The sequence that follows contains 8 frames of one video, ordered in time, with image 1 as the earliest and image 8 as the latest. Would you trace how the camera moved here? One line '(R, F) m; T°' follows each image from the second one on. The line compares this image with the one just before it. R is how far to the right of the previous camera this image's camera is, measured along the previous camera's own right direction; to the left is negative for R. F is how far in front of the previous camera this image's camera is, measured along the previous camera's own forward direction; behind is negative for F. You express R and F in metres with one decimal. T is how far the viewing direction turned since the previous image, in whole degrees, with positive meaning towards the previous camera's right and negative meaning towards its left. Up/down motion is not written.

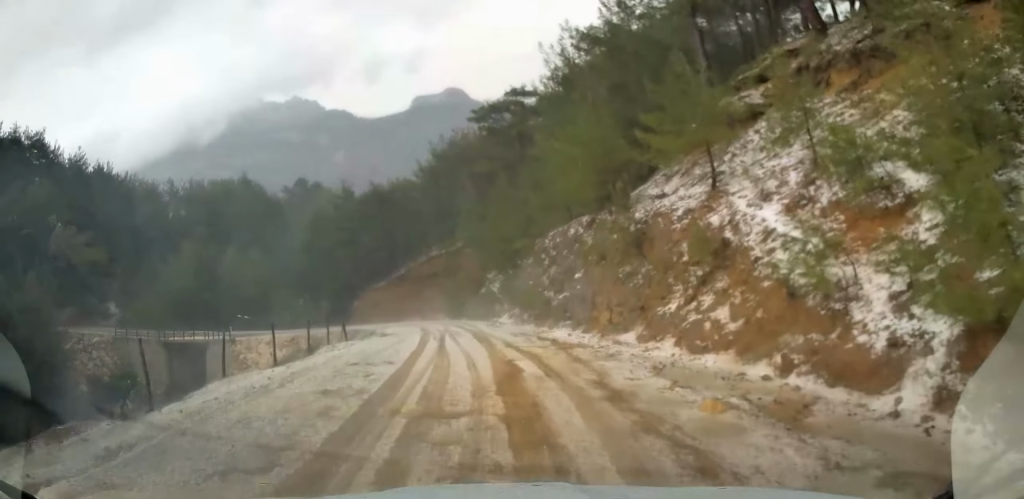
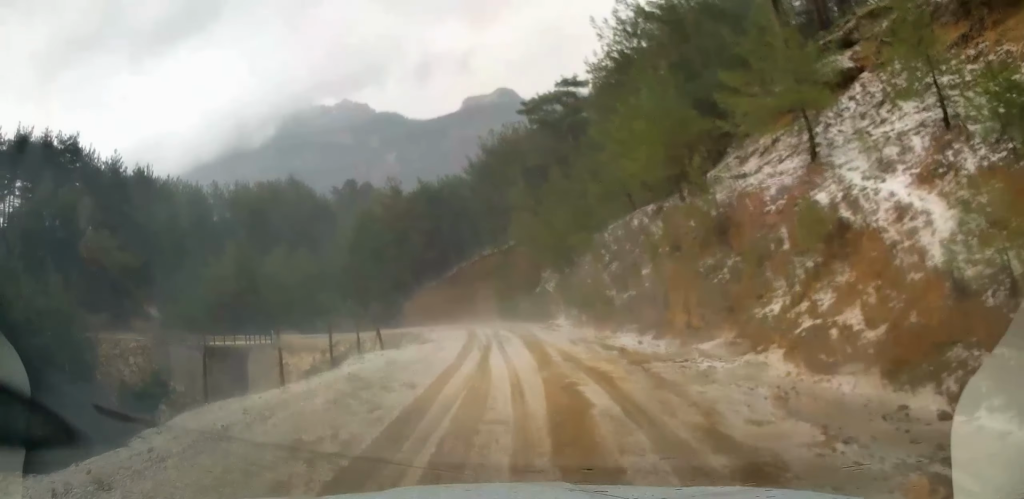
(-0.2, +3.4) m; -5°
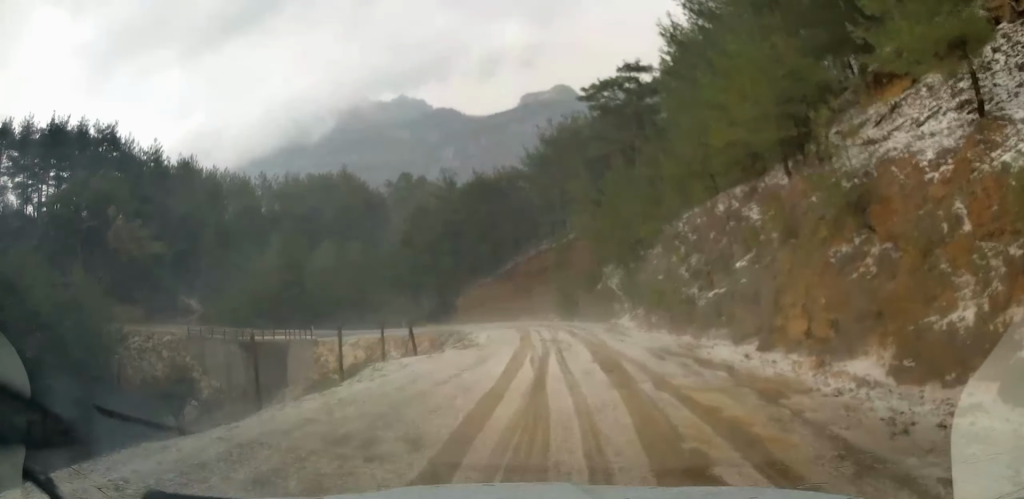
(-0.2, +4.2) m; -5°
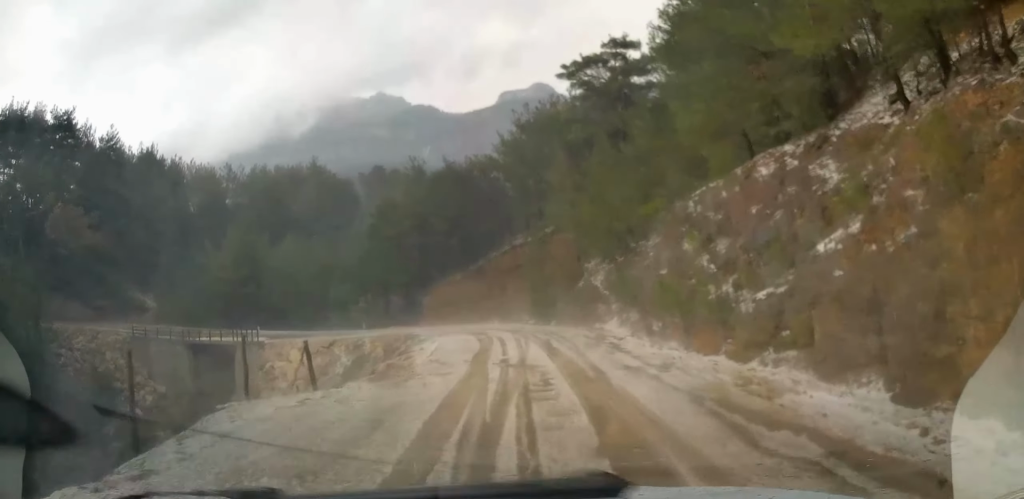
(-0.2, +6.5) m; -1°
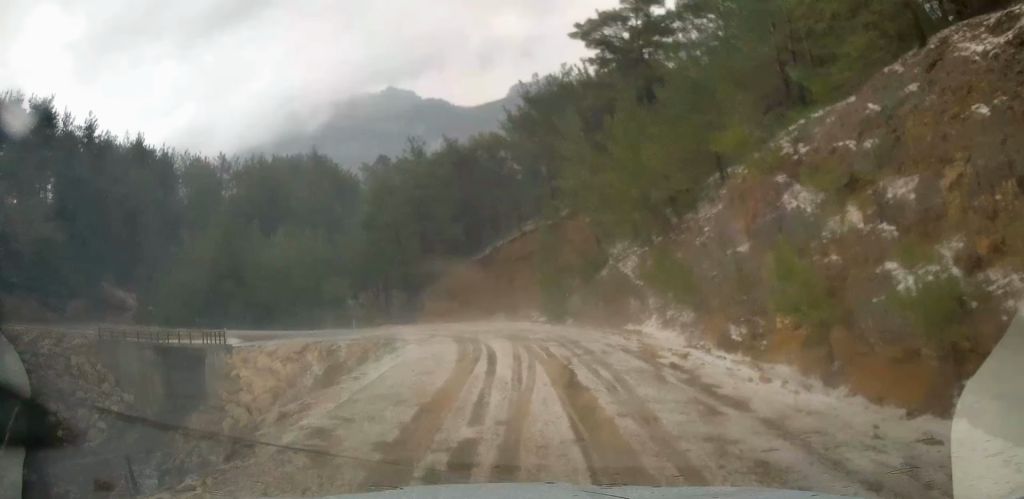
(-0.1, +8.3) m; -2°
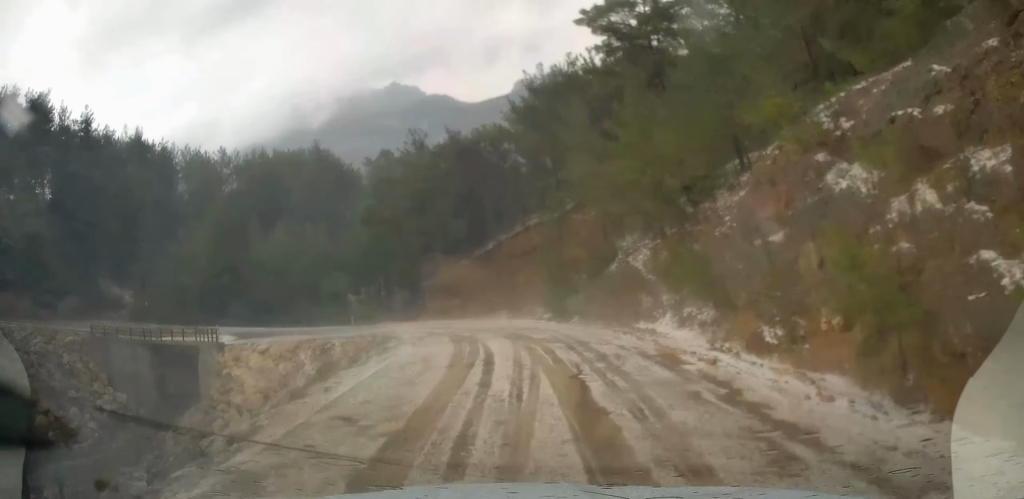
(0.0, +2.0) m; 0°
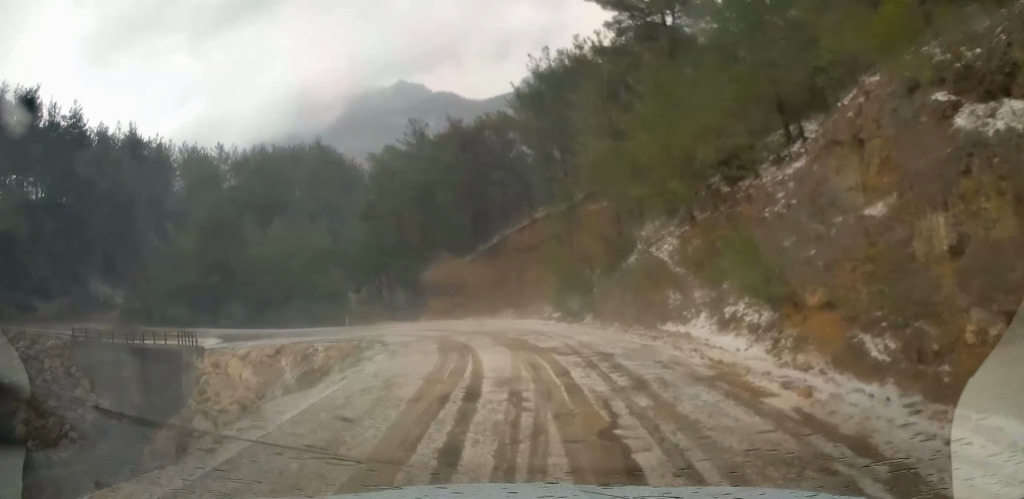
(0.0, +4.1) m; 0°
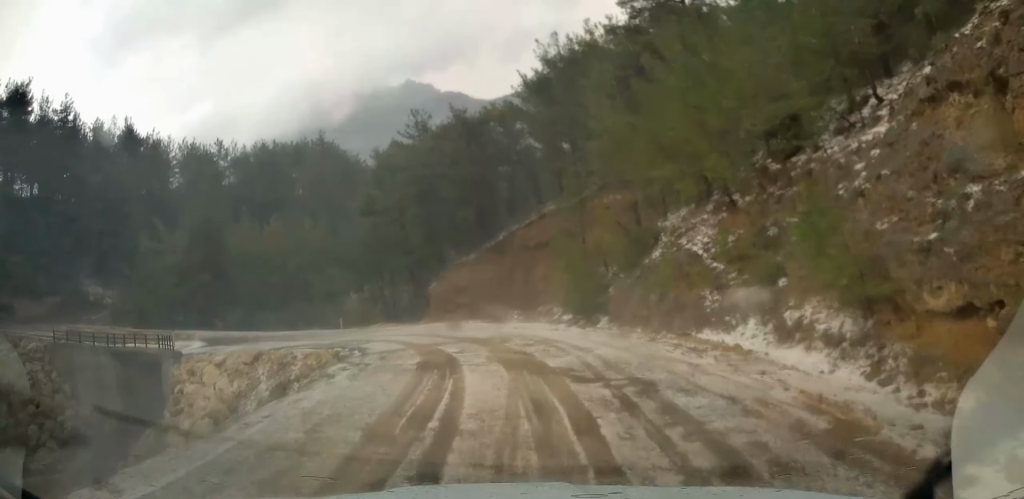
(0.0, +3.8) m; +1°
